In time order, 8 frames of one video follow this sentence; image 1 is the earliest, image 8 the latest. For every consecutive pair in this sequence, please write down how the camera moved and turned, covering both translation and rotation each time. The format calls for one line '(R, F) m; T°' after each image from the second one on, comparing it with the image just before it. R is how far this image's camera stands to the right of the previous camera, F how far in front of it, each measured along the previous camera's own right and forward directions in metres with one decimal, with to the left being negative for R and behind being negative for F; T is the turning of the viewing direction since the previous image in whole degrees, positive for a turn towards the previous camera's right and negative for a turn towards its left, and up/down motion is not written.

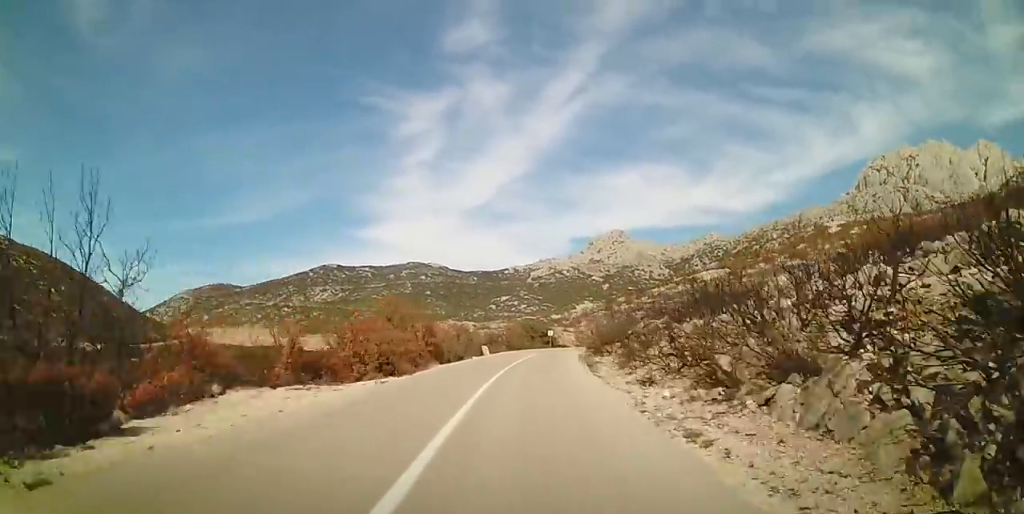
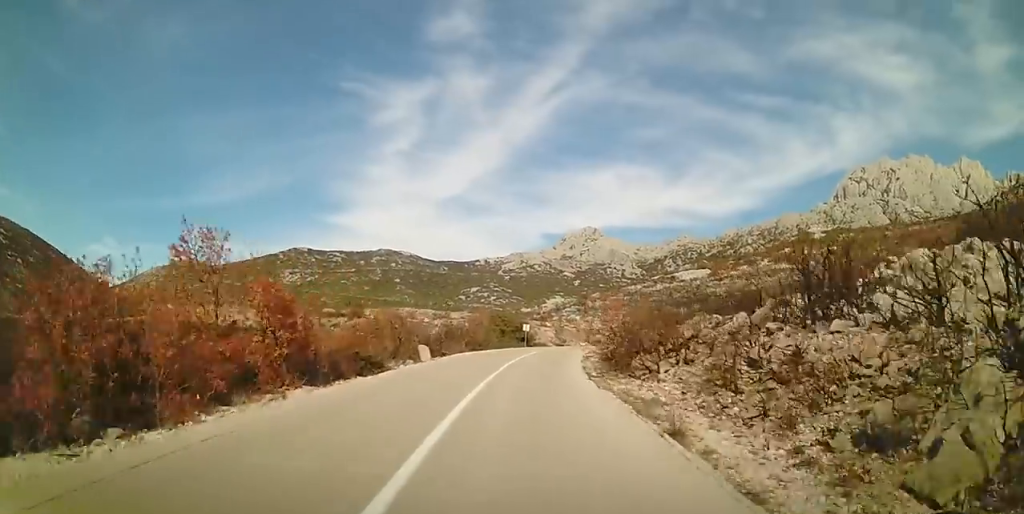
(+0.5, +13.3) m; +3°
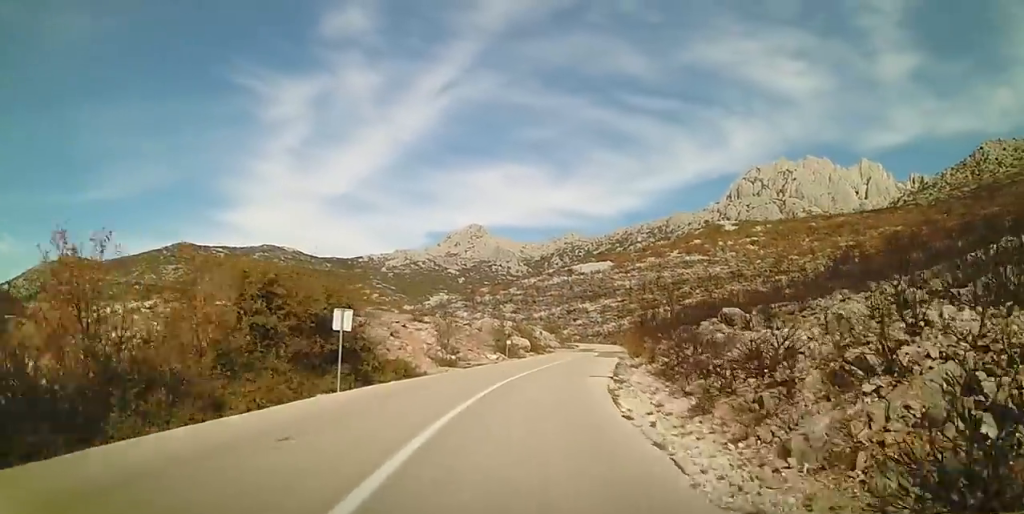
(+2.7, +30.9) m; +14°
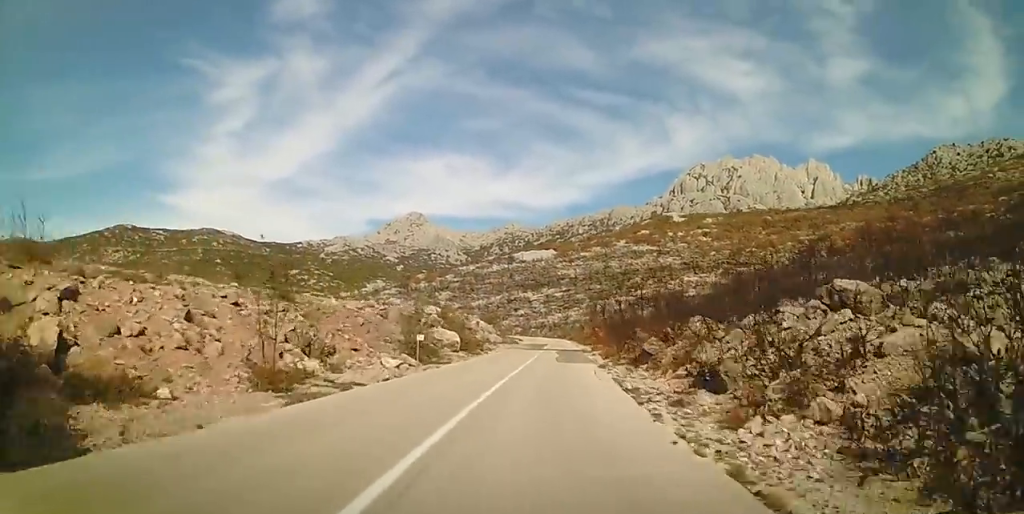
(+0.7, +12.5) m; +6°
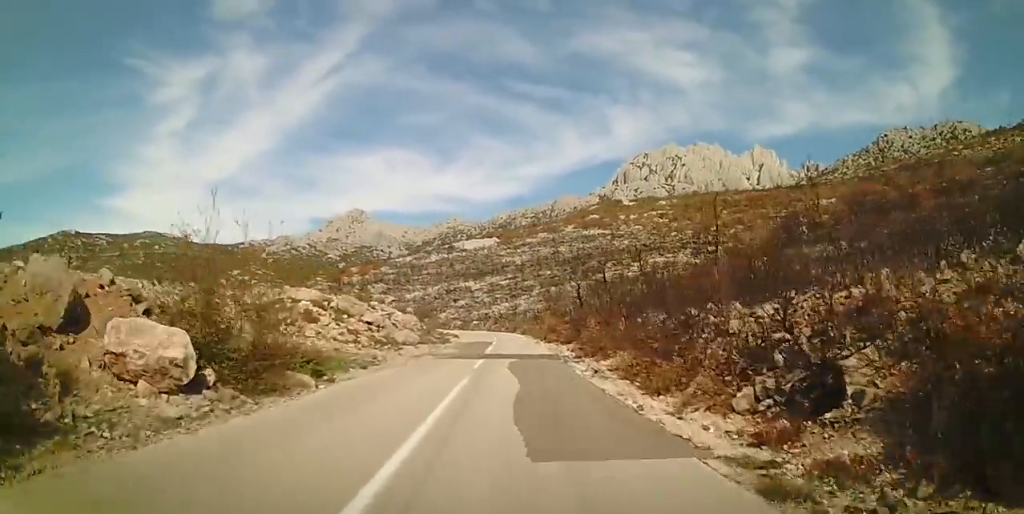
(+1.2, +18.1) m; +5°
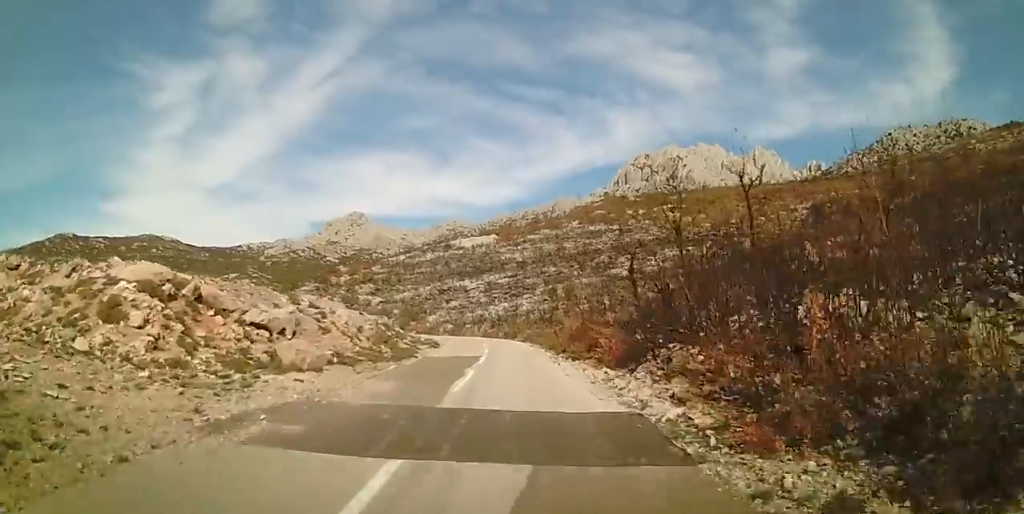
(+0.3, +14.3) m; +1°
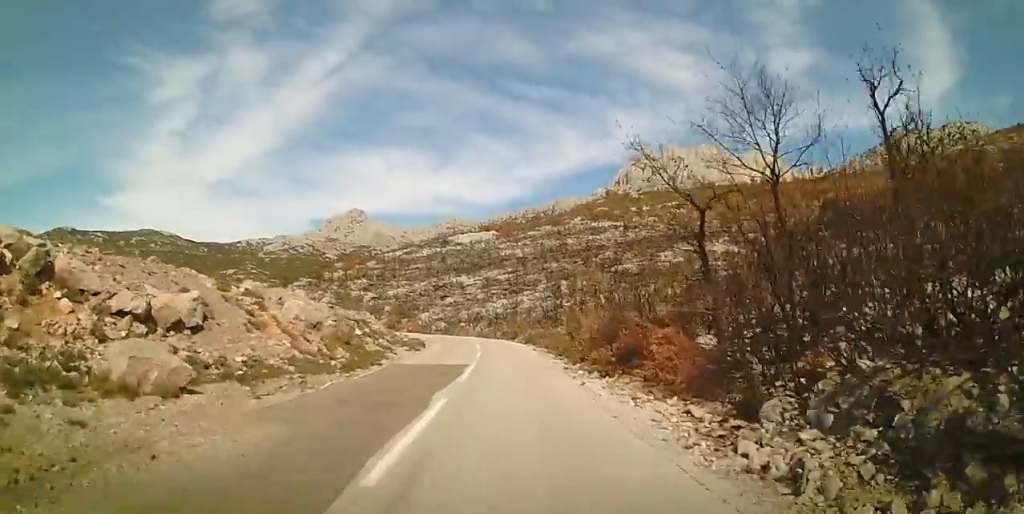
(0.0, +6.8) m; 0°
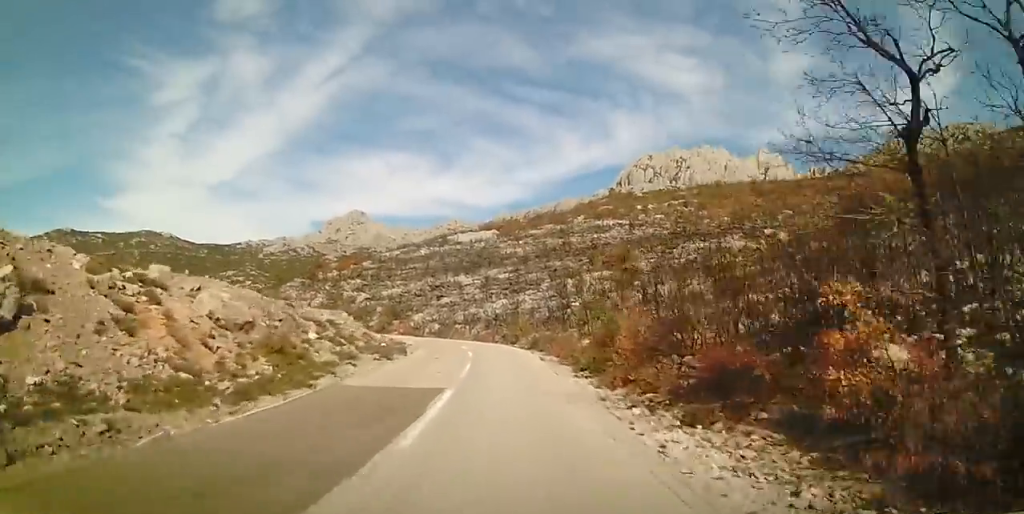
(0.0, +6.8) m; 0°
